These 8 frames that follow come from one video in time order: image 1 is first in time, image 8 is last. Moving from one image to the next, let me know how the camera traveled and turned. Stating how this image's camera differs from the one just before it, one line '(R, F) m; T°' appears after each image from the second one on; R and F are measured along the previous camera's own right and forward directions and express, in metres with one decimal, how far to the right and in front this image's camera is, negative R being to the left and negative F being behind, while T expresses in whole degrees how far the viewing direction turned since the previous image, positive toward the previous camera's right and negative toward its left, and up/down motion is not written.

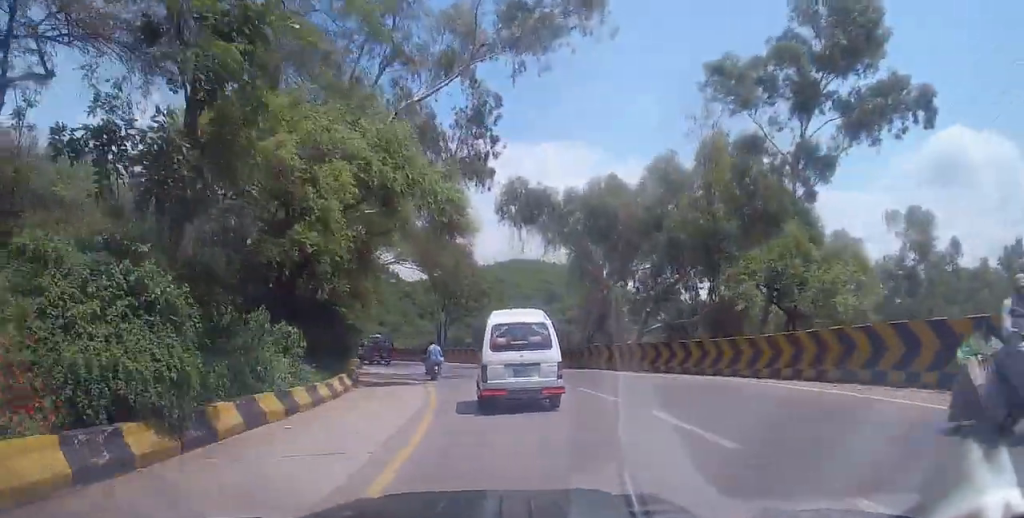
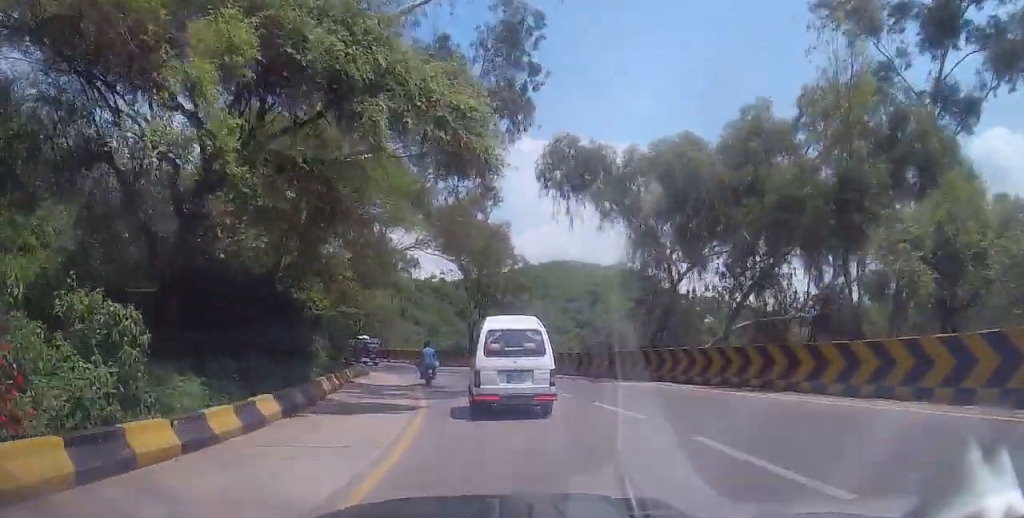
(-0.6, +8.1) m; -4°
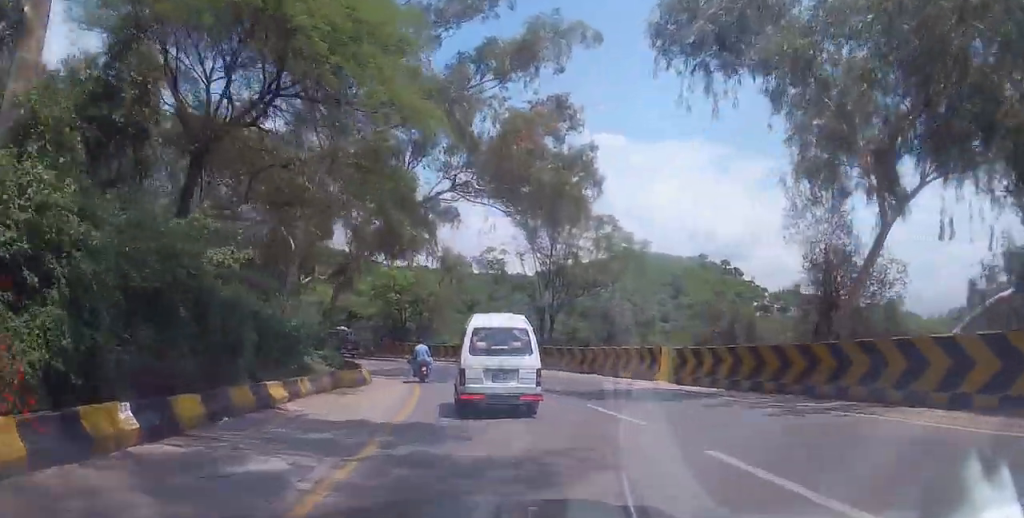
(-0.5, +13.0) m; -5°
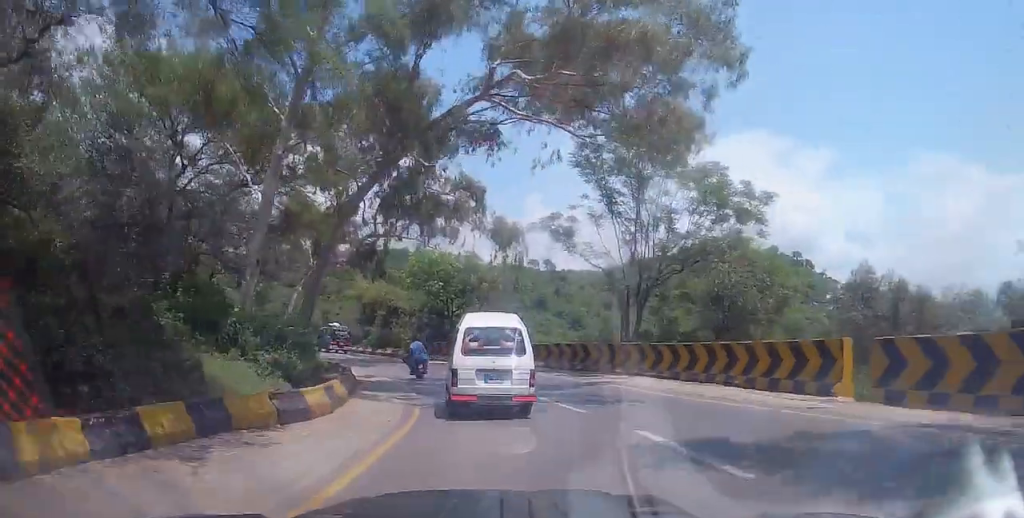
(-0.3, +9.7) m; -6°
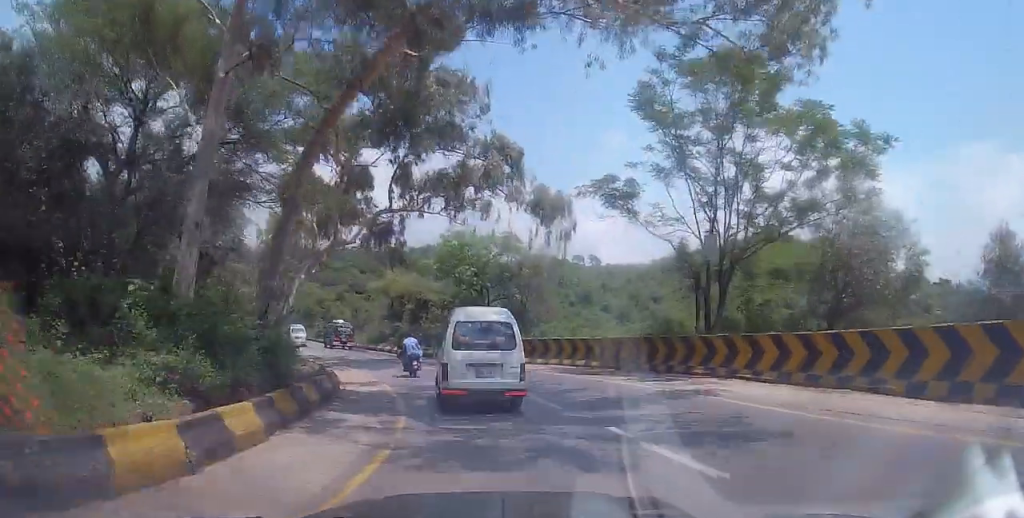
(-0.4, +6.1) m; -5°
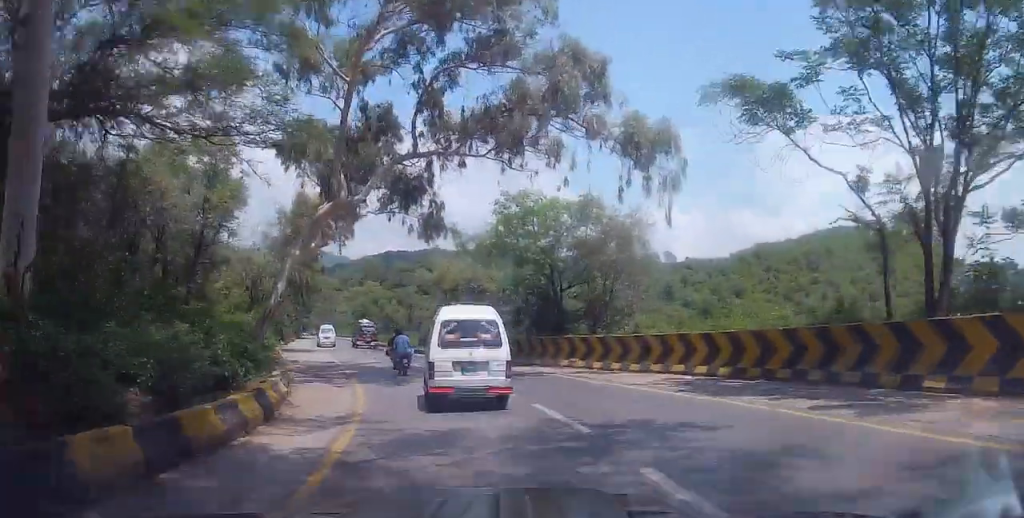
(-0.4, +8.9) m; -6°
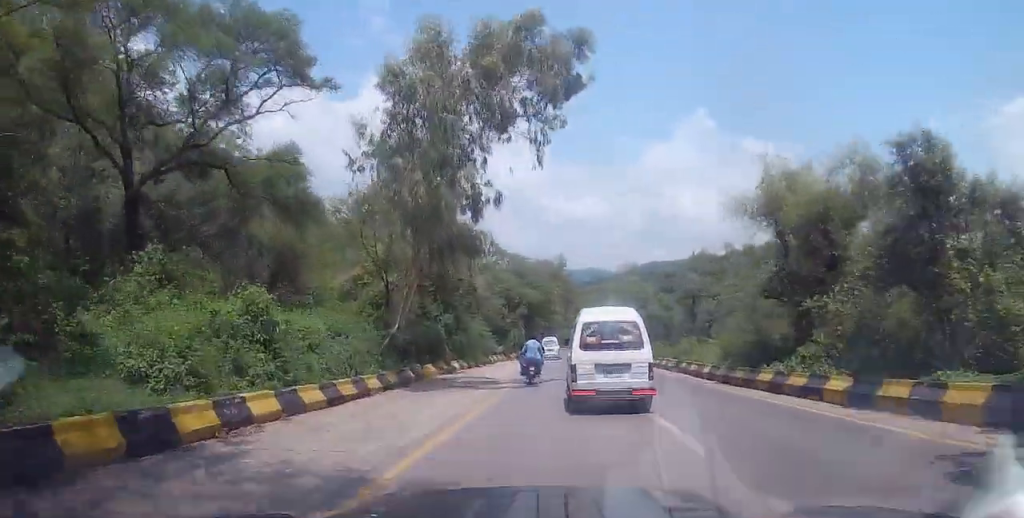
(-4.0, +24.0) m; -20°
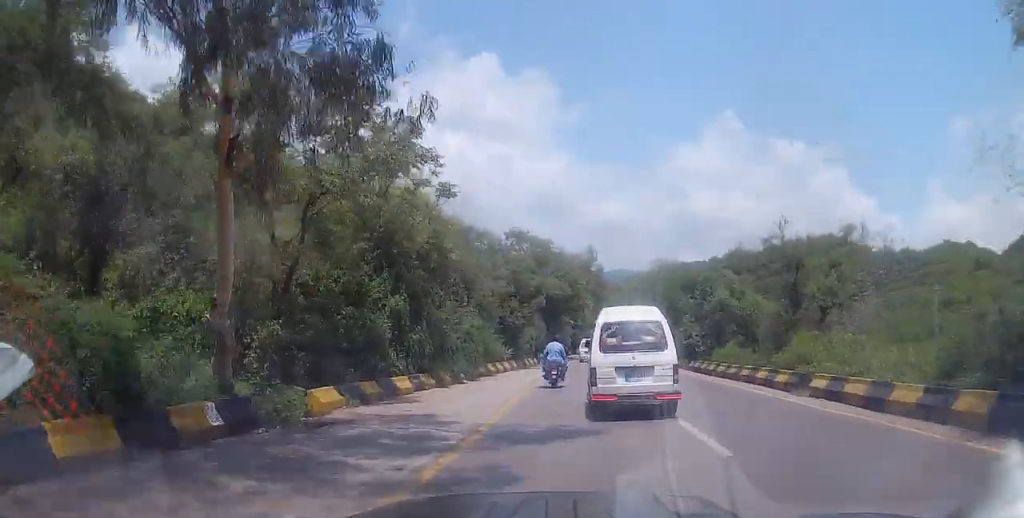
(-1.0, +12.3) m; -5°
